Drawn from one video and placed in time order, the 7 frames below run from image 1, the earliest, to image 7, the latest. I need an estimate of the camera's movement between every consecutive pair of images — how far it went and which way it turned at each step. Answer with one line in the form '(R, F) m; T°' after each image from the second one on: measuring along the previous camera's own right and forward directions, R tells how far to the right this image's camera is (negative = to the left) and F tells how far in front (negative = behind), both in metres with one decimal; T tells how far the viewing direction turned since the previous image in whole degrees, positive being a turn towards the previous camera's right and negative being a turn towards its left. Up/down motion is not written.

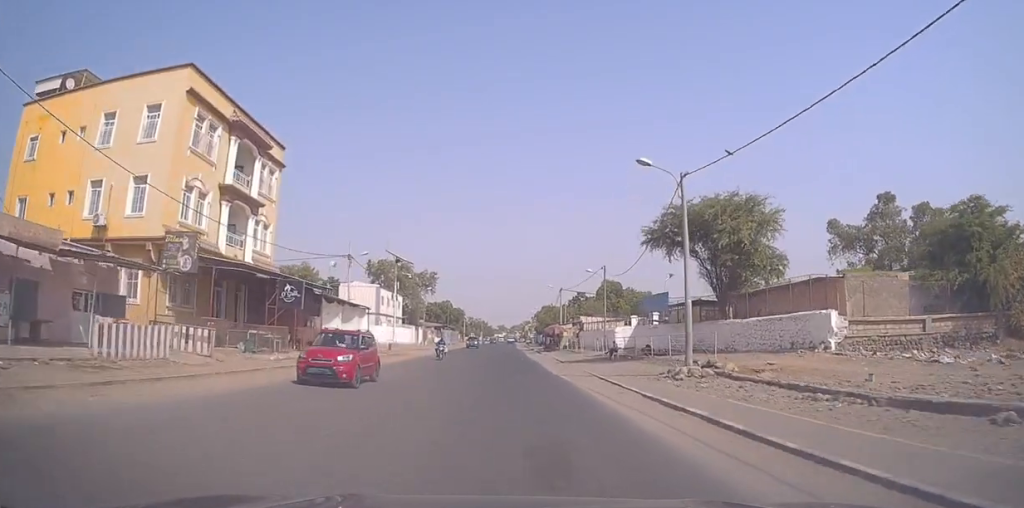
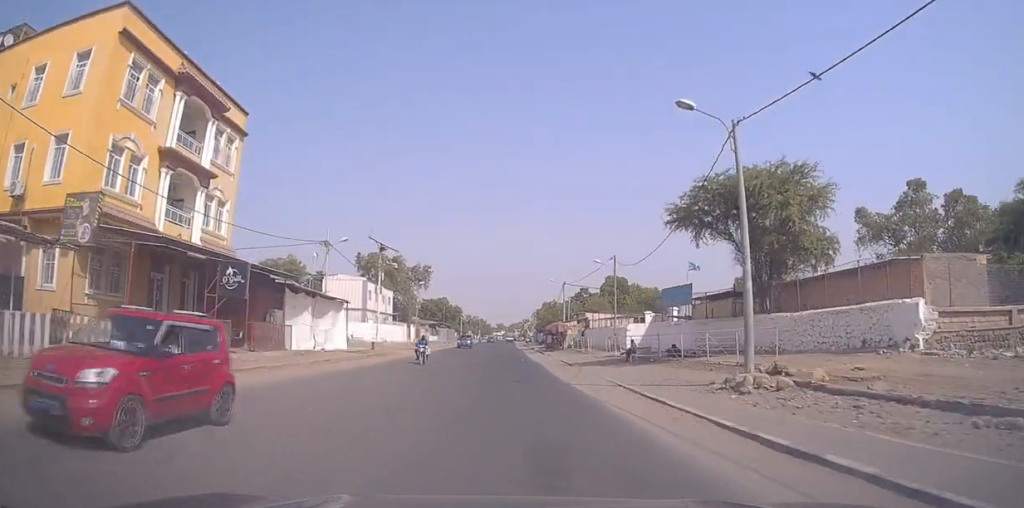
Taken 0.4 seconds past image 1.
(0.0, +6.0) m; +1°
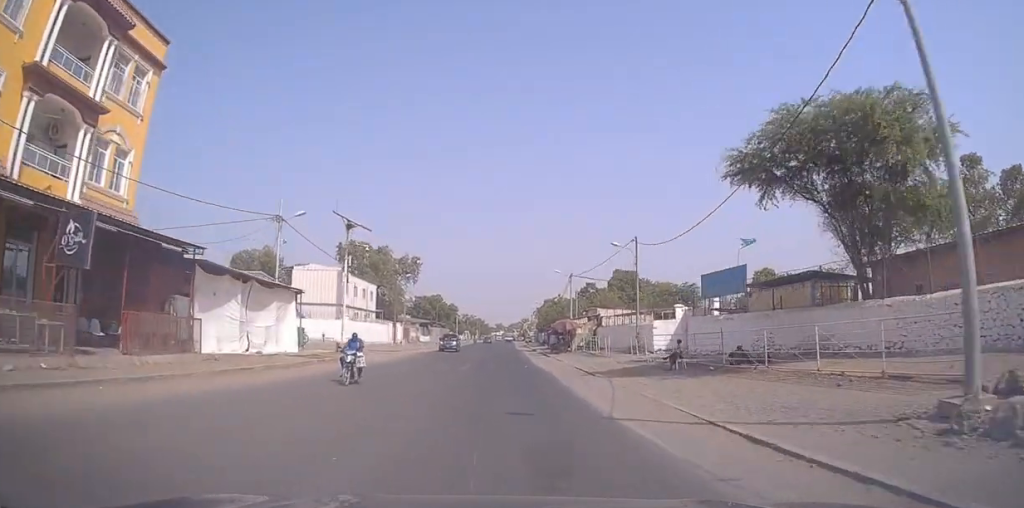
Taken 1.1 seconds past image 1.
(-0.3, +9.3) m; +2°
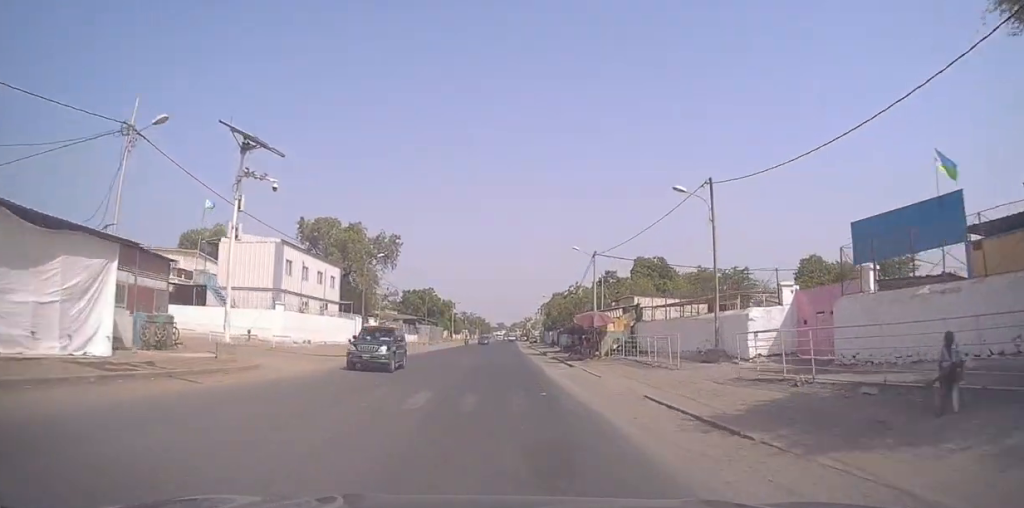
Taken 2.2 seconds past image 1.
(+0.8, +15.8) m; 0°
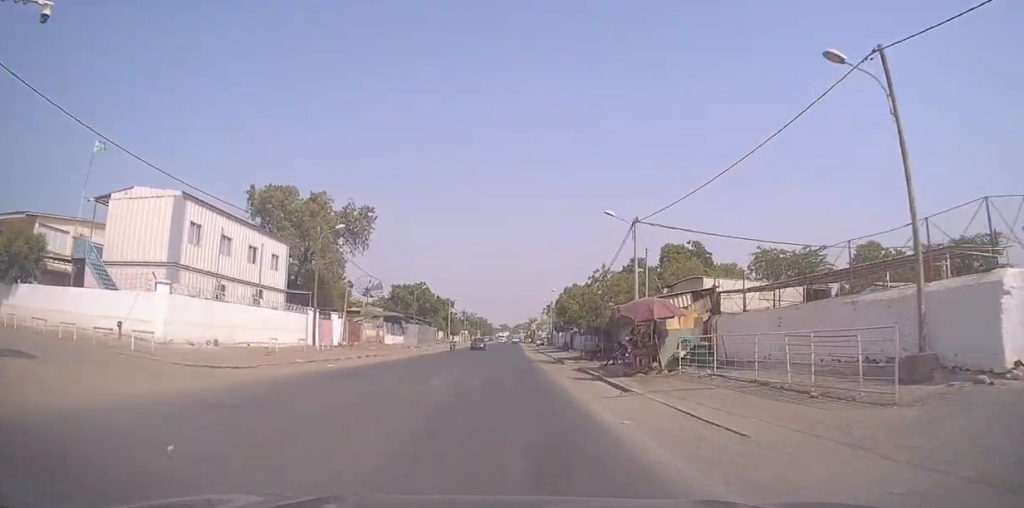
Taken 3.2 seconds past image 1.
(-0.8, +14.0) m; -2°
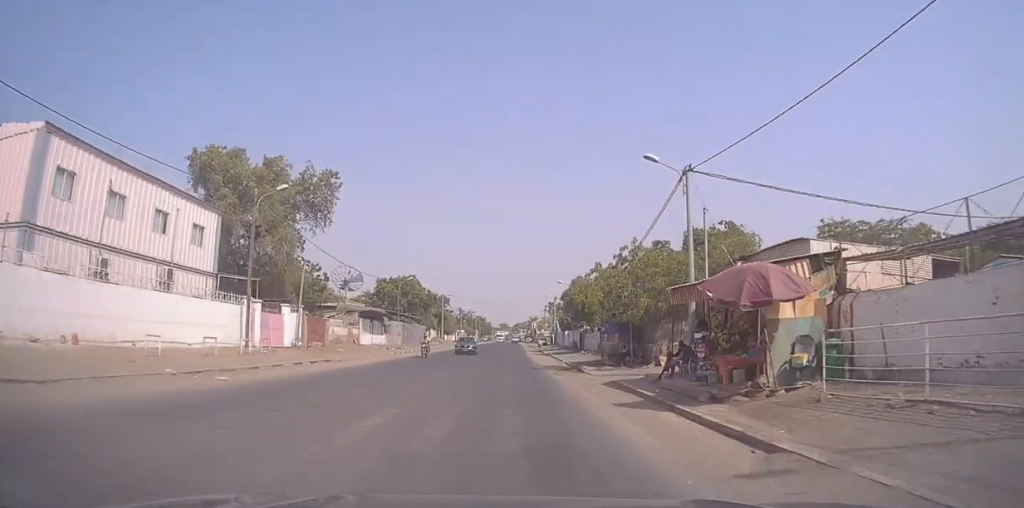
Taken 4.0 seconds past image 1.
(+0.4, +10.2) m; -1°
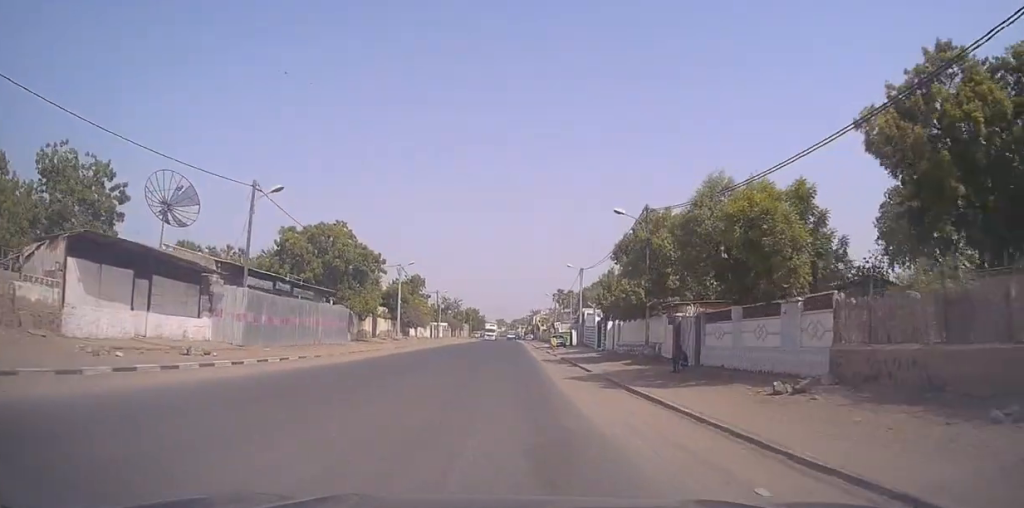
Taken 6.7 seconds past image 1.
(+0.1, +36.9) m; +2°
